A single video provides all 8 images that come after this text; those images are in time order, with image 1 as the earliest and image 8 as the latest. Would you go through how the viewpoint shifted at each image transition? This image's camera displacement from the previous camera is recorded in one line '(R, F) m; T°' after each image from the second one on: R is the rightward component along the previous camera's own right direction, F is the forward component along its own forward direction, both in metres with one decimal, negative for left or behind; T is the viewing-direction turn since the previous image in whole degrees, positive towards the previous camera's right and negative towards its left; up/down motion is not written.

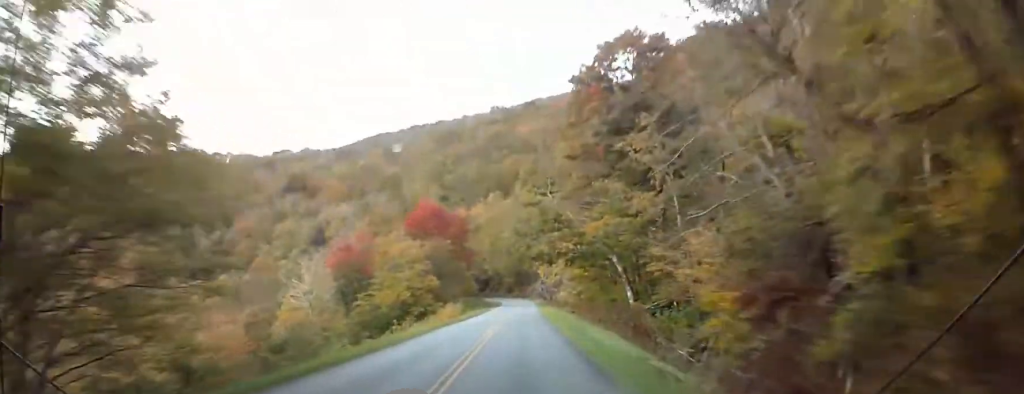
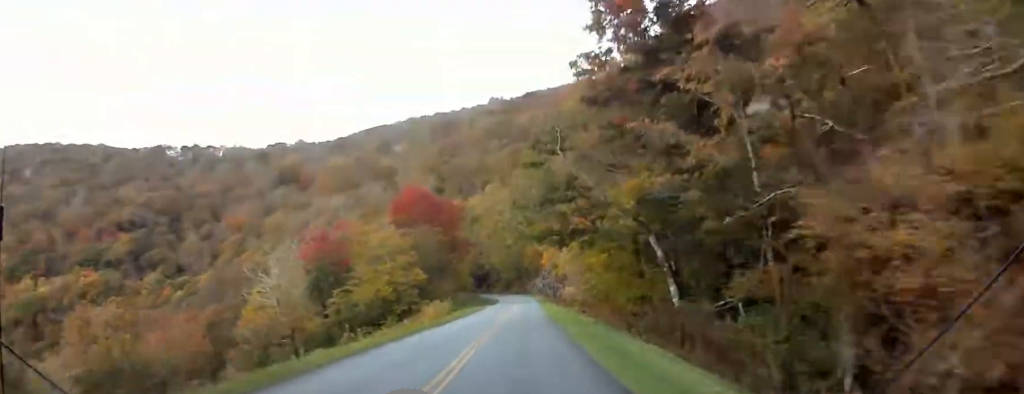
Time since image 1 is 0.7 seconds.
(0.0, +13.4) m; 0°
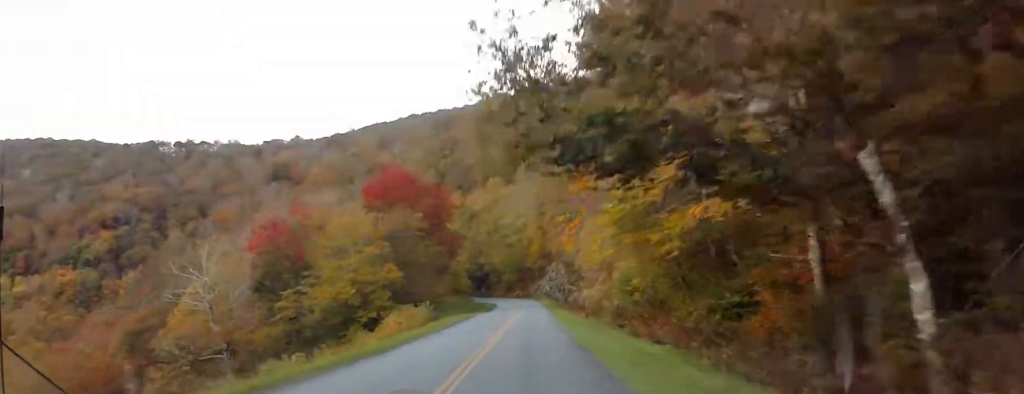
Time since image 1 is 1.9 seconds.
(0.0, +21.0) m; 0°
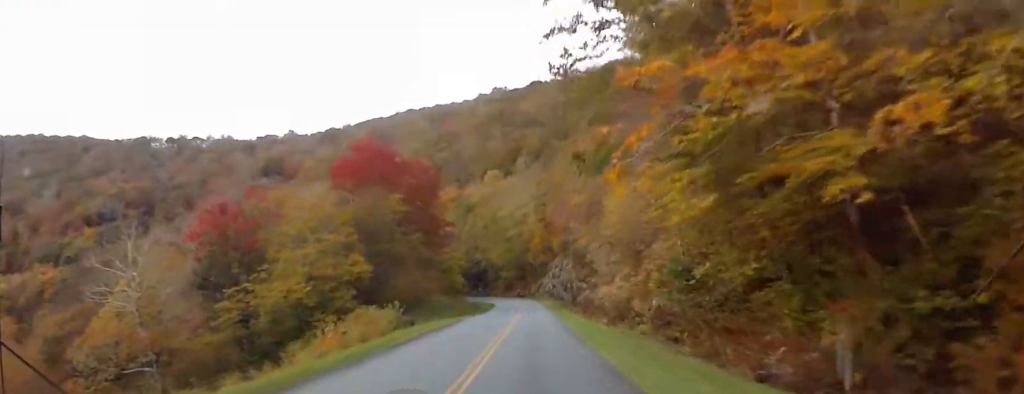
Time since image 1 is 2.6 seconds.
(0.0, +14.3) m; -1°
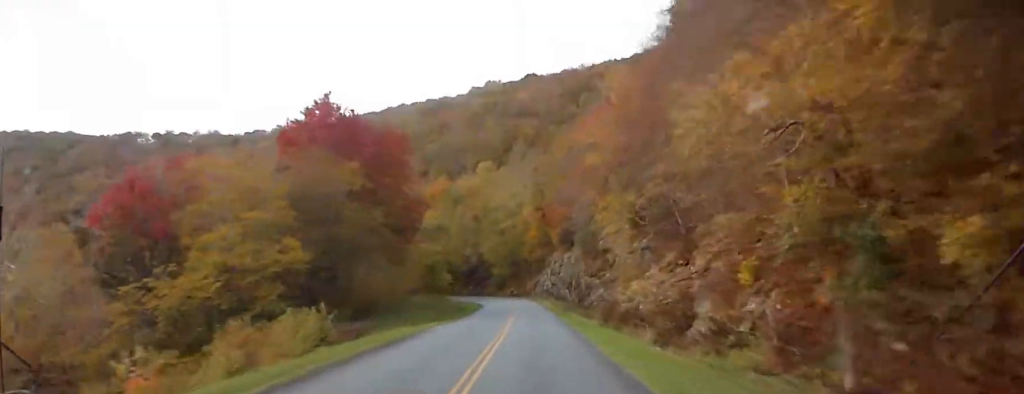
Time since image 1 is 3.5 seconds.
(-0.1, +15.5) m; -1°
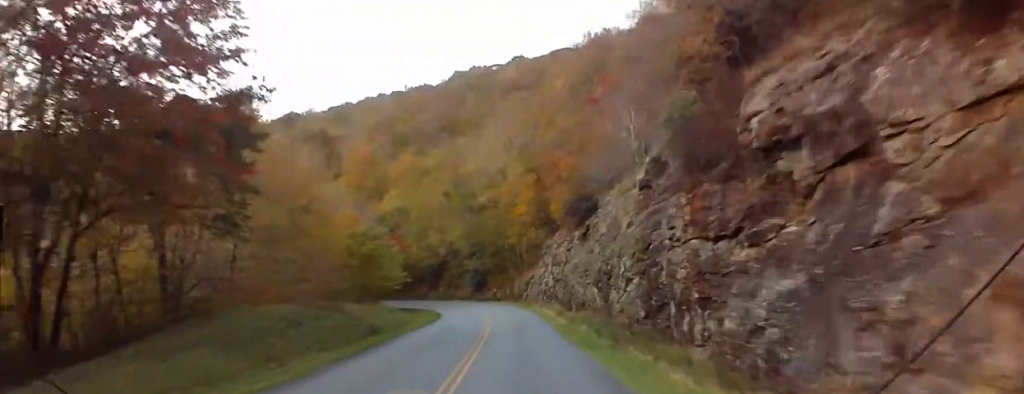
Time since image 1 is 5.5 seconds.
(-0.9, +37.2) m; -1°
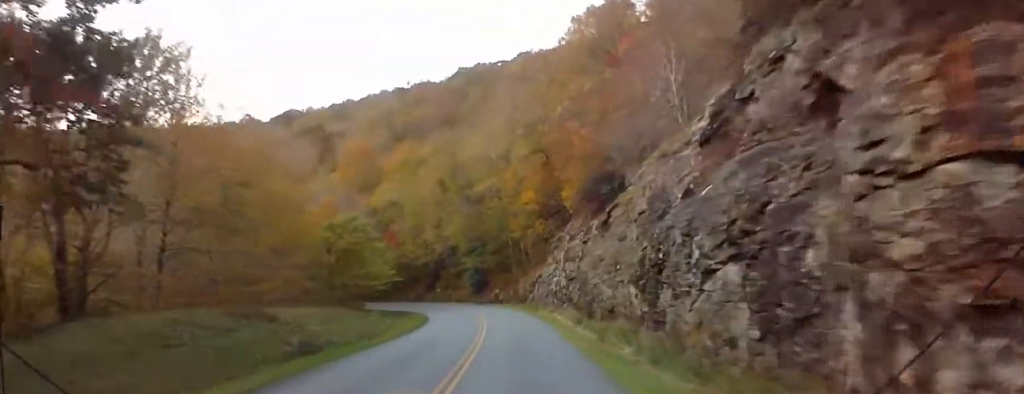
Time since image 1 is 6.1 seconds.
(0.0, +10.8) m; 0°
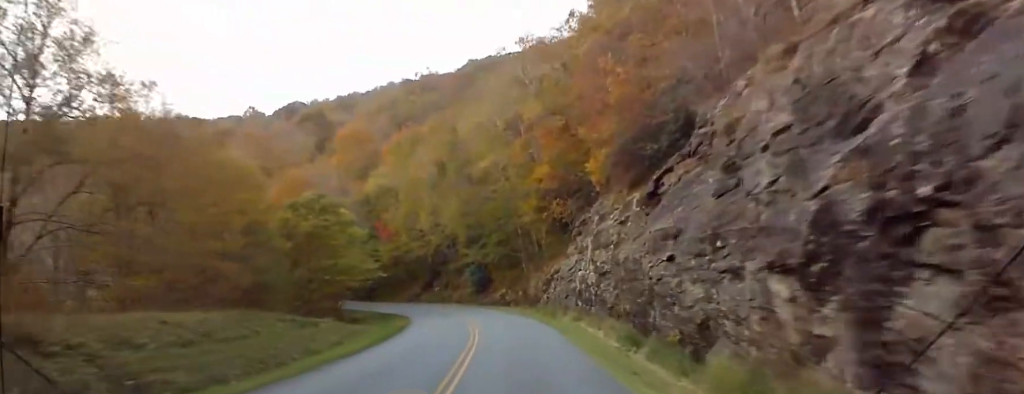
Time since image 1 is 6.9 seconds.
(0.0, +13.9) m; 0°
